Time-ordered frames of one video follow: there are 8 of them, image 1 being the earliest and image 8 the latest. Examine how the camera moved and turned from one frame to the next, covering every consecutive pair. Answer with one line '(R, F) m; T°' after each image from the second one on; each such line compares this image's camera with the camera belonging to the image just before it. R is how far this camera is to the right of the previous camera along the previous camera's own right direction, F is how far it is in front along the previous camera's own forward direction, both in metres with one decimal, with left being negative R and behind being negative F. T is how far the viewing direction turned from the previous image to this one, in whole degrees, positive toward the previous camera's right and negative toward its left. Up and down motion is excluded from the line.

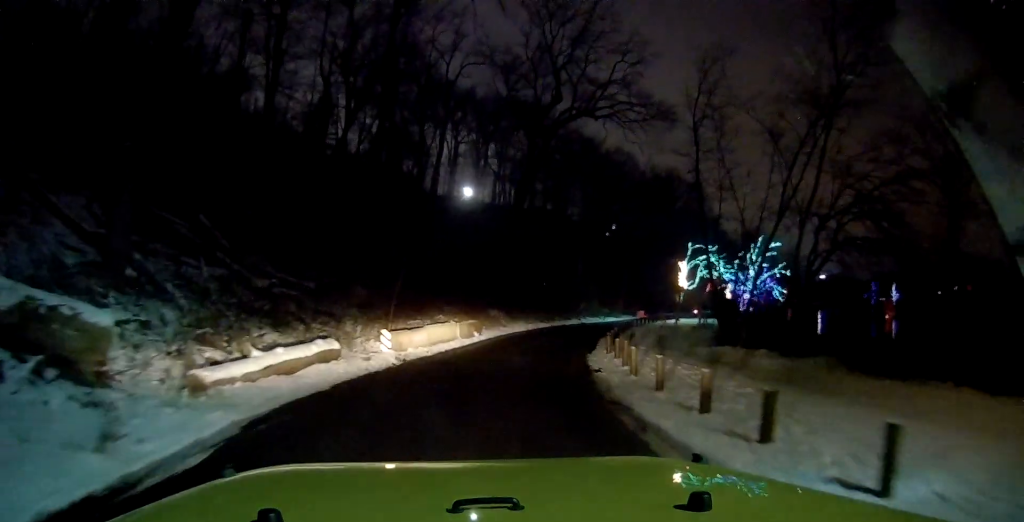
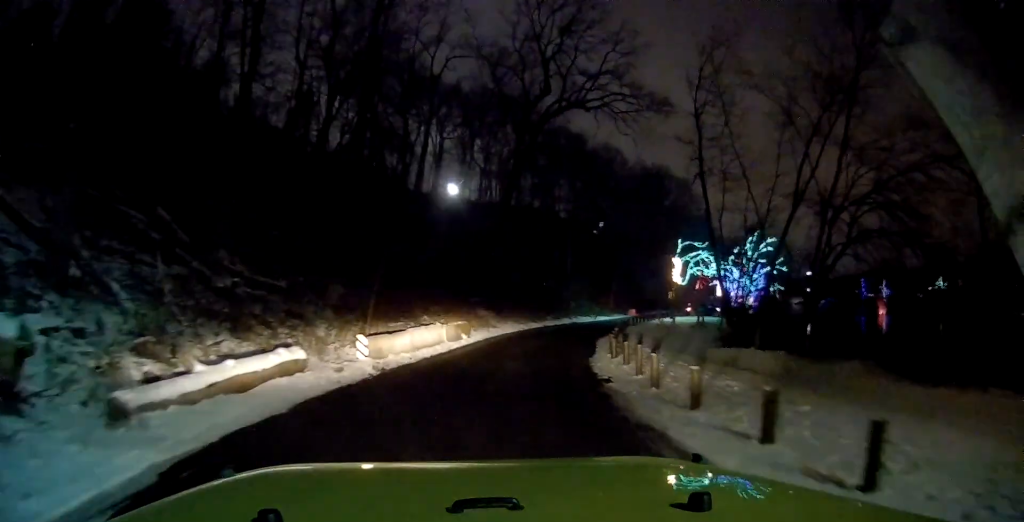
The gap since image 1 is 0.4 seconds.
(+0.2, +2.2) m; +4°
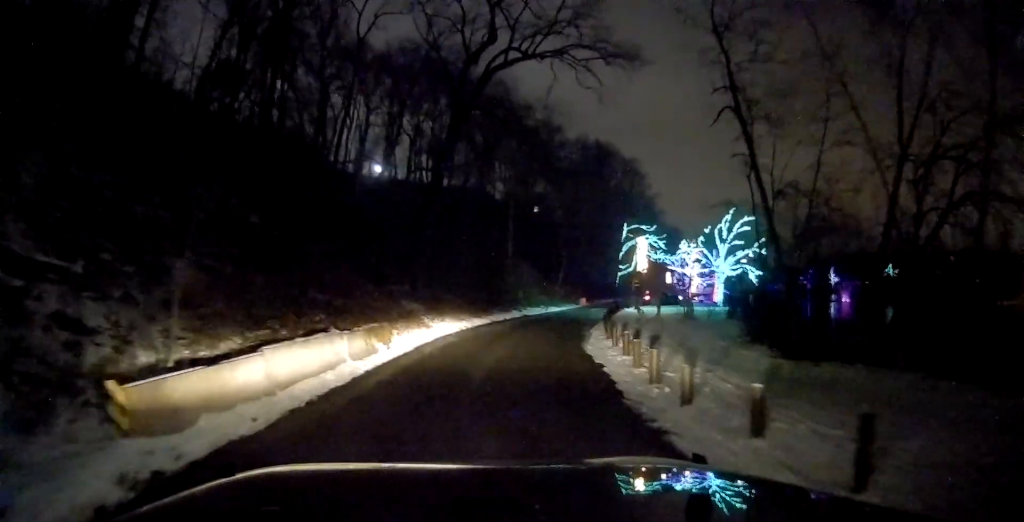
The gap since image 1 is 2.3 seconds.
(+0.1, +9.5) m; +1°
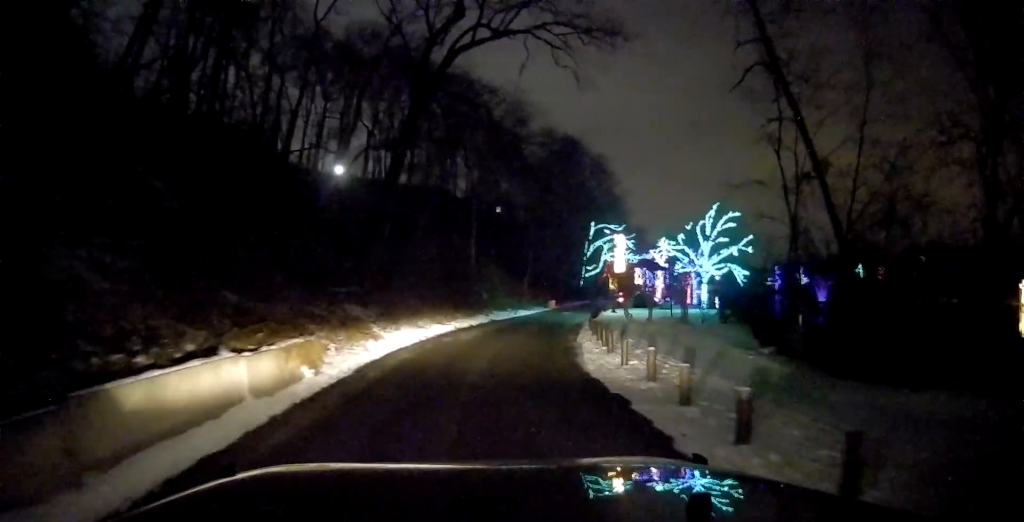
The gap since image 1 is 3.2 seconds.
(0.0, +4.6) m; +5°
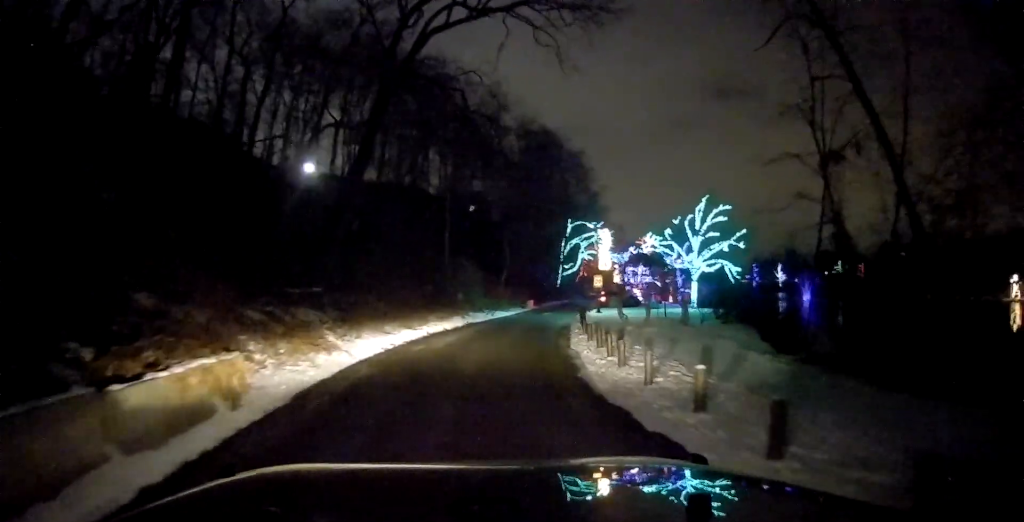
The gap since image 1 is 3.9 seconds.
(+0.2, +3.3) m; +4°
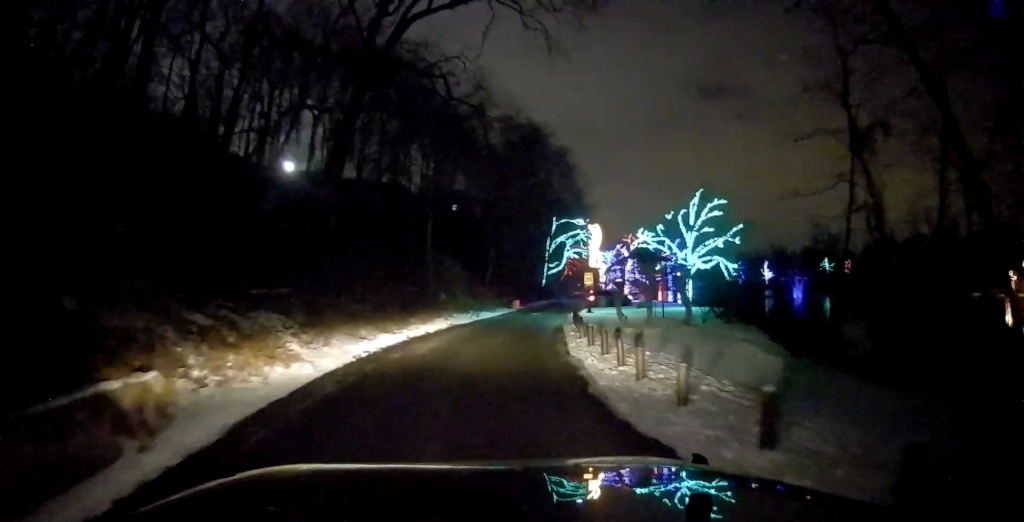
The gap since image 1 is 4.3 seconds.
(+0.2, +2.5) m; +3°
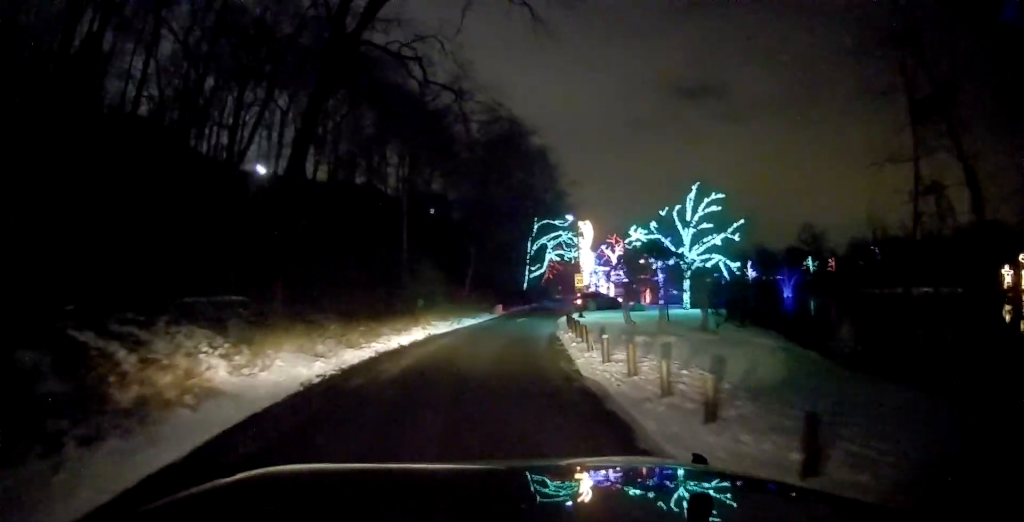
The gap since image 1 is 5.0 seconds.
(+0.1, +3.7) m; +2°
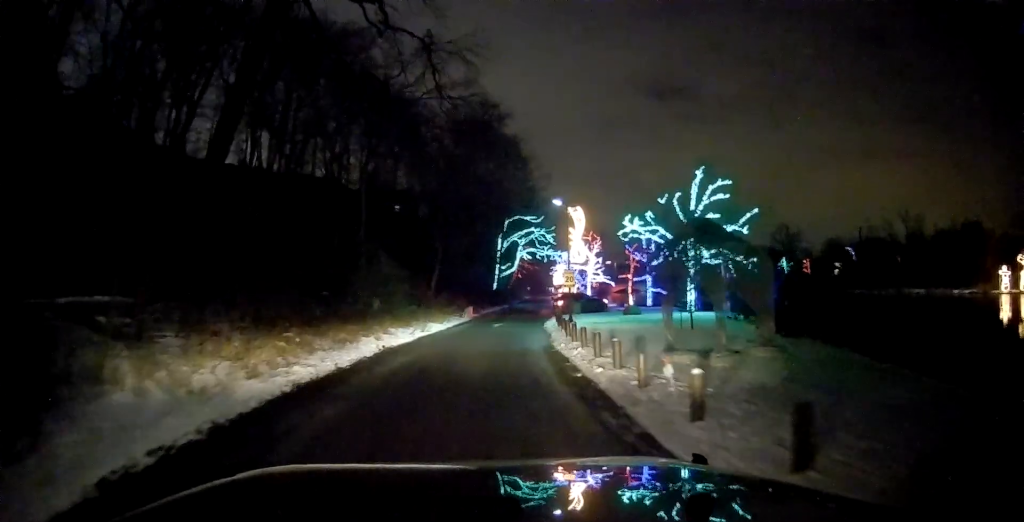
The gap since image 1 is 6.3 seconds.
(+0.2, +6.4) m; +1°
